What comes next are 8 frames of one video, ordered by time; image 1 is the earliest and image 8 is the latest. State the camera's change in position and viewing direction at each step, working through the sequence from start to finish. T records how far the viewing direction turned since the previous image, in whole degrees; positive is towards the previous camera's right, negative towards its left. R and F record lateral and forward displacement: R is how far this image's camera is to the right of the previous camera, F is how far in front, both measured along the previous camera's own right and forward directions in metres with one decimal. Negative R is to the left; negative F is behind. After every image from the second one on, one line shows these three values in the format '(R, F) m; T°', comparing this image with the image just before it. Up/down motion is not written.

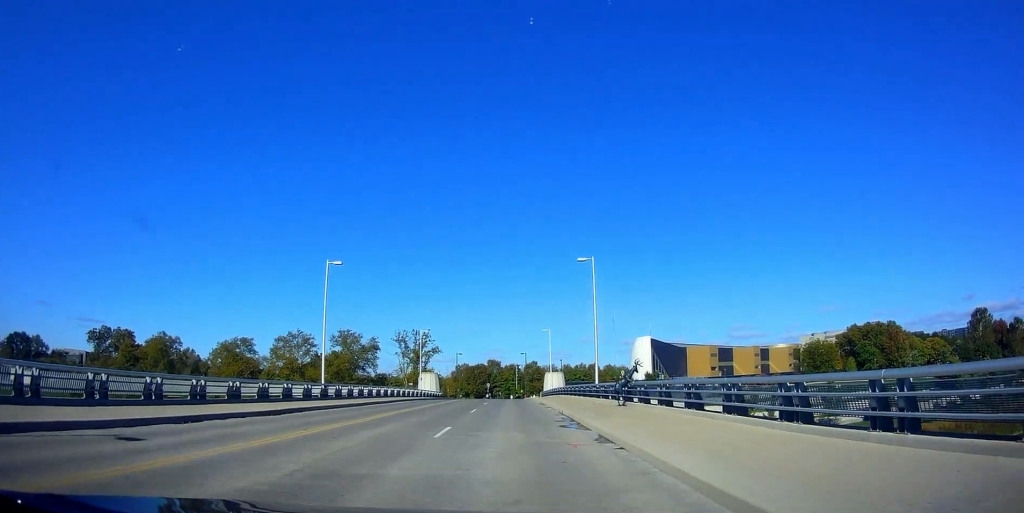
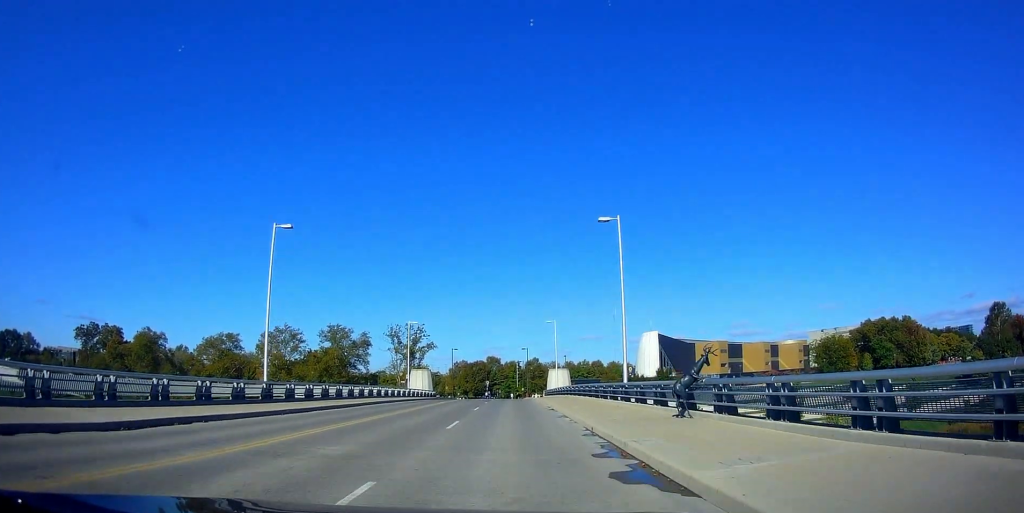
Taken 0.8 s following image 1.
(0.0, +9.3) m; -1°
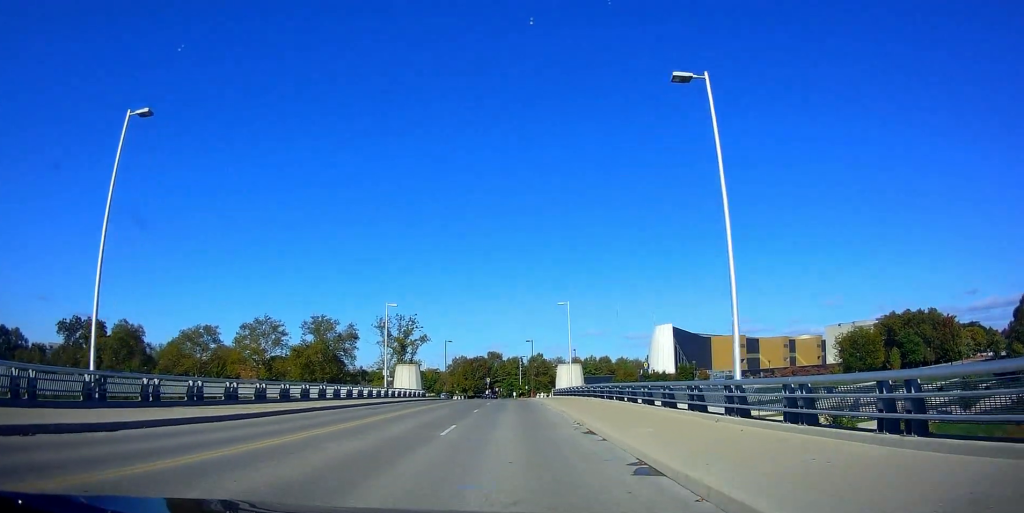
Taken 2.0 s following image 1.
(-0.3, +14.3) m; -1°
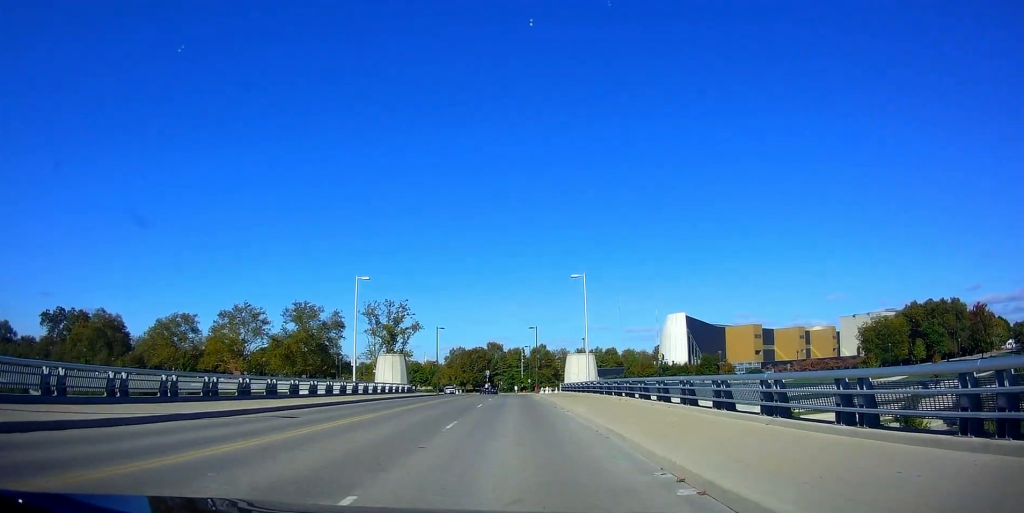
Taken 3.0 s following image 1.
(+0.2, +12.2) m; +1°
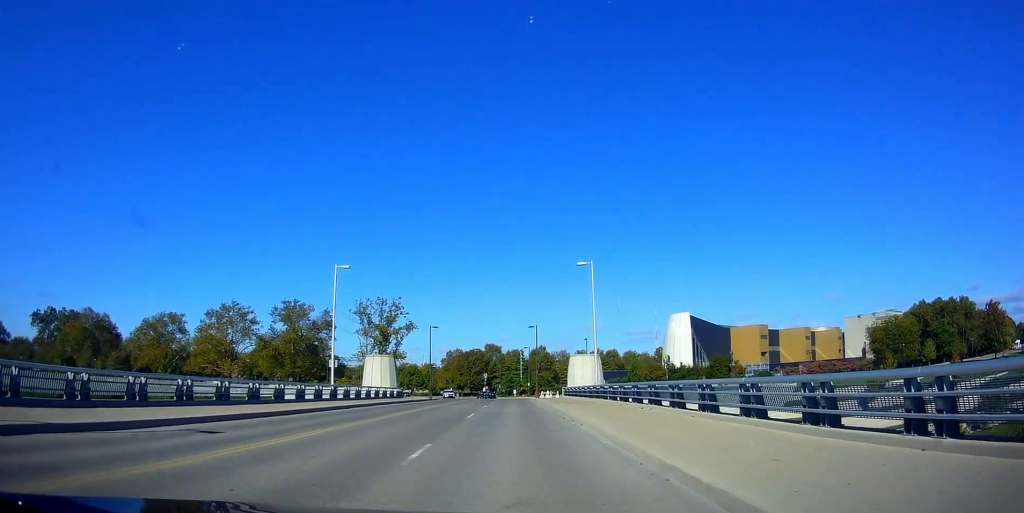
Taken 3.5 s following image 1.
(0.0, +5.4) m; 0°
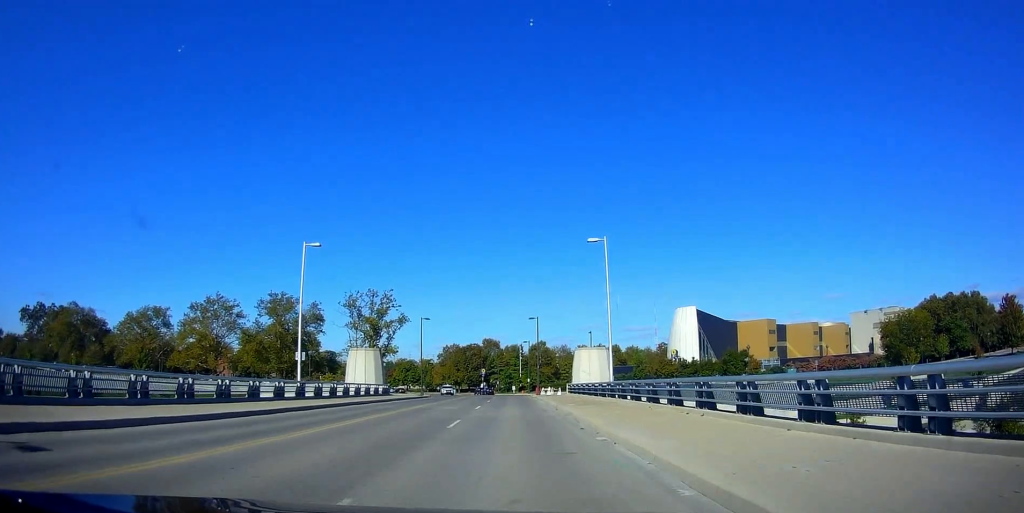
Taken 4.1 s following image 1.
(+0.1, +6.4) m; -1°
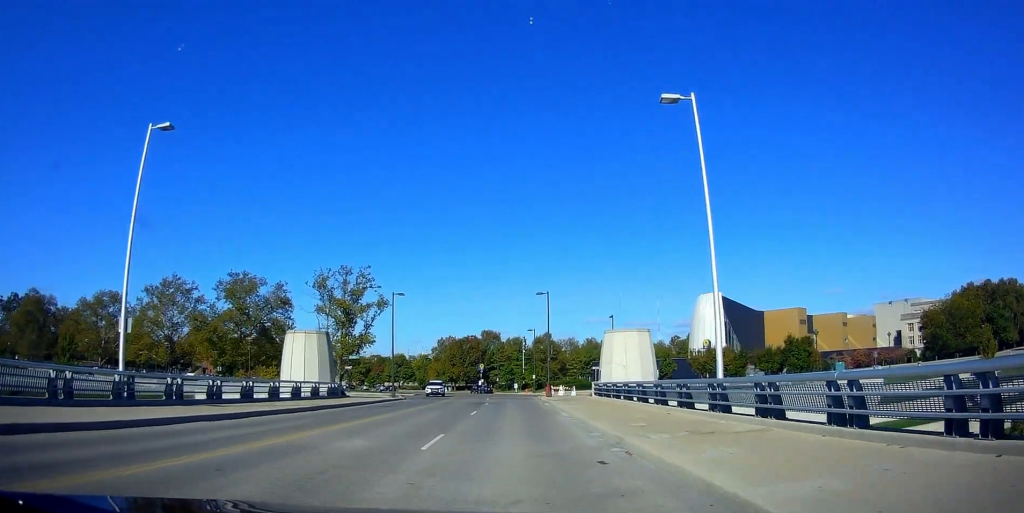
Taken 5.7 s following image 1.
(-0.3, +17.5) m; 0°
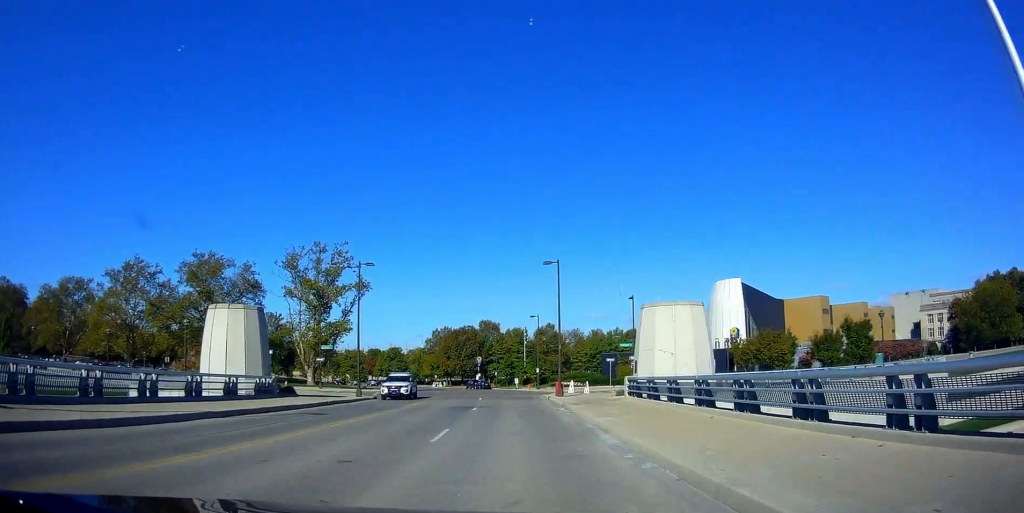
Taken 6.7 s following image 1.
(+0.3, +12.3) m; +1°
